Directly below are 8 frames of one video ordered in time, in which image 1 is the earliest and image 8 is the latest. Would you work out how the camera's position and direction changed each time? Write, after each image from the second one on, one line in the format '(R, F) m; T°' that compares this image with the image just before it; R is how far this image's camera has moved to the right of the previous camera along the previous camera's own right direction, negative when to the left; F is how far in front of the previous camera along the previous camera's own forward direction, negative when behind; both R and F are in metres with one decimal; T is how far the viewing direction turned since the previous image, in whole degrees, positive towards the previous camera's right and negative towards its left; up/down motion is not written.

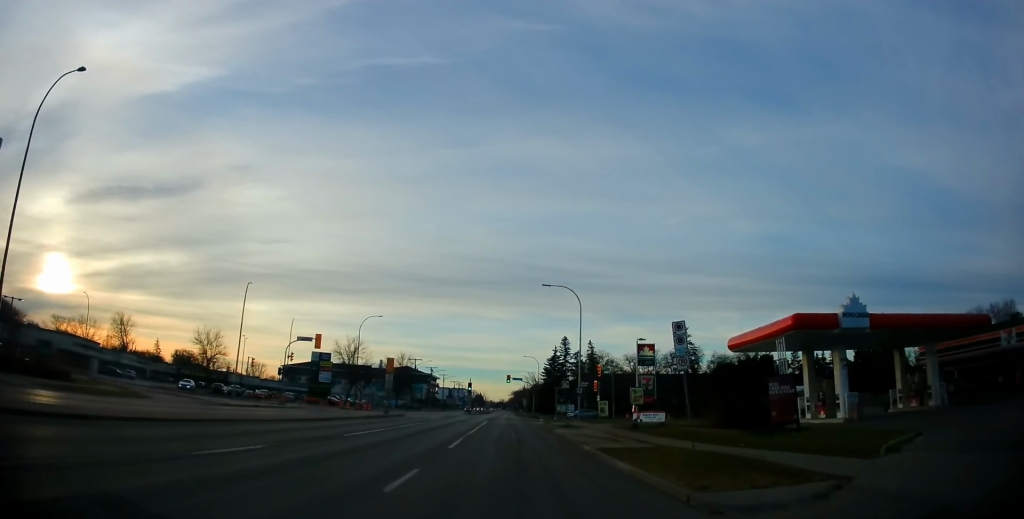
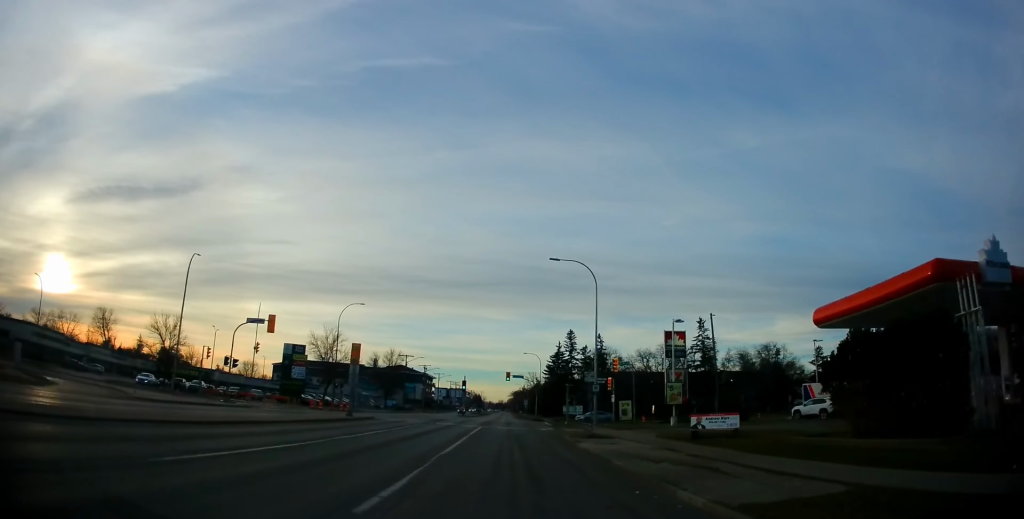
(-0.2, +10.7) m; 0°
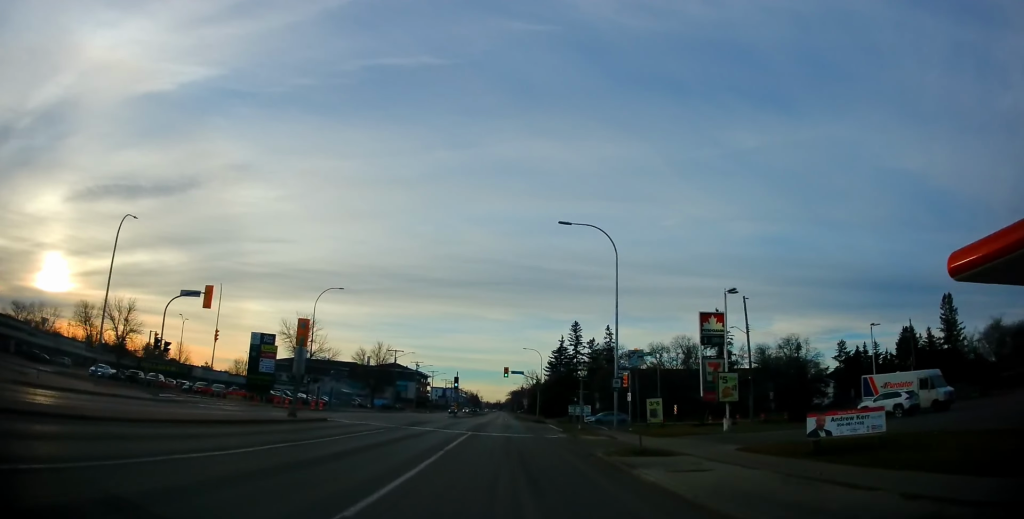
(+0.1, +9.5) m; 0°
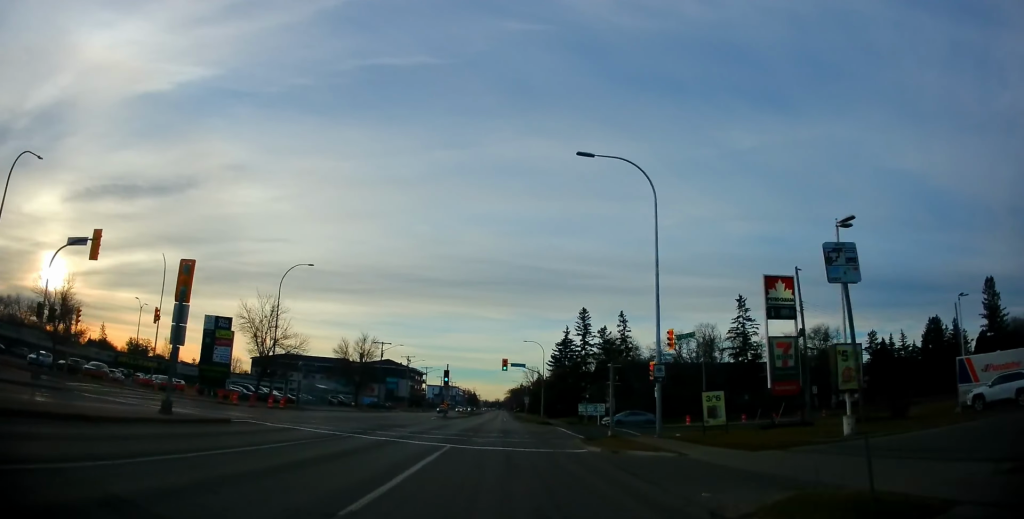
(+0.1, +10.7) m; +1°
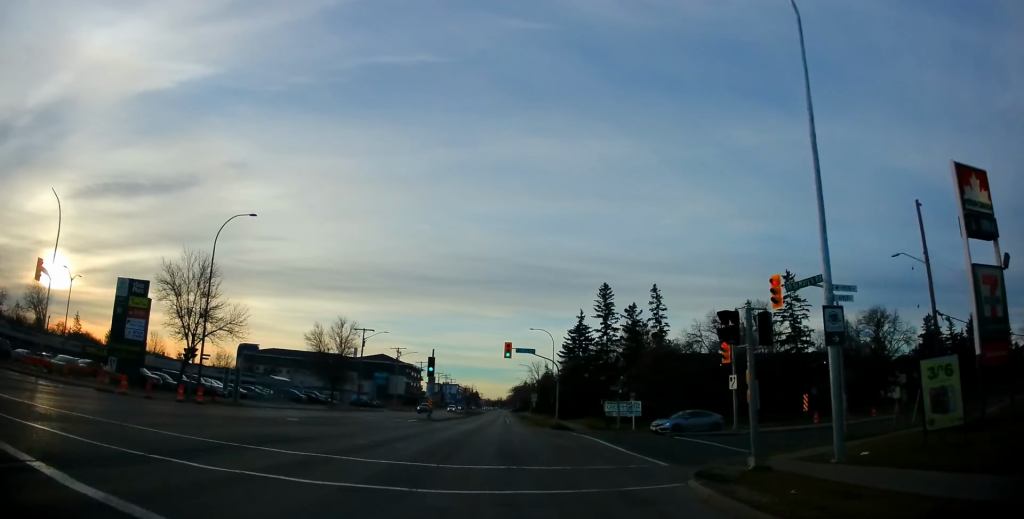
(0.0, +14.7) m; 0°
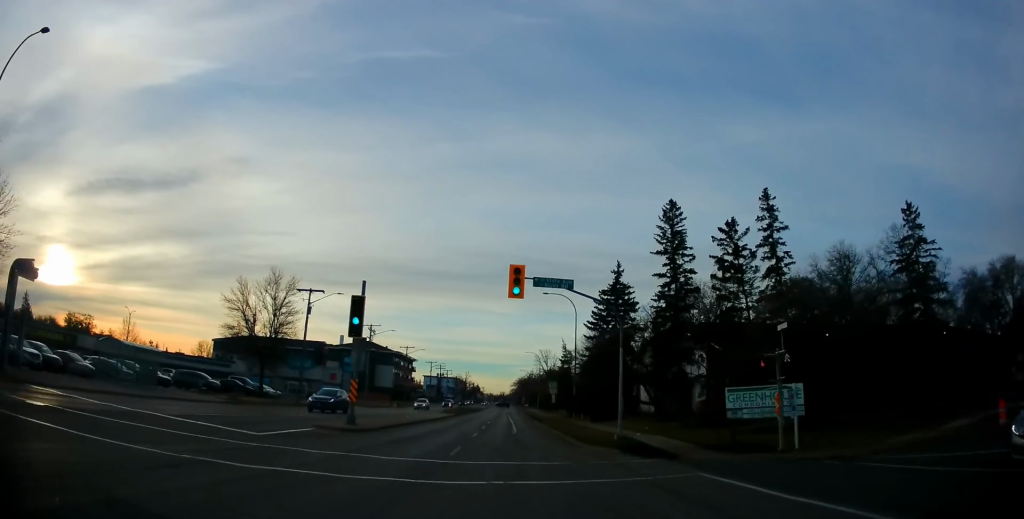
(-0.2, +25.0) m; 0°
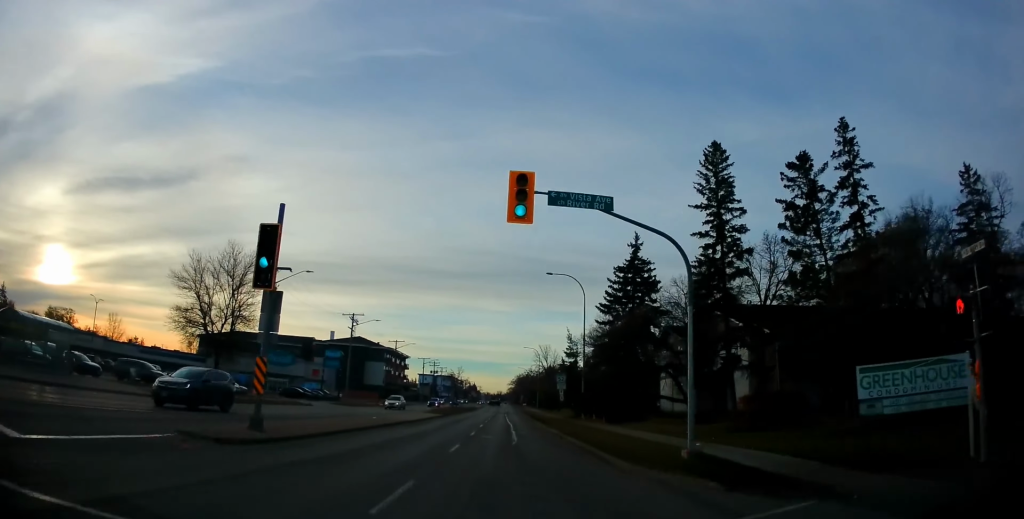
(0.0, +8.8) m; 0°
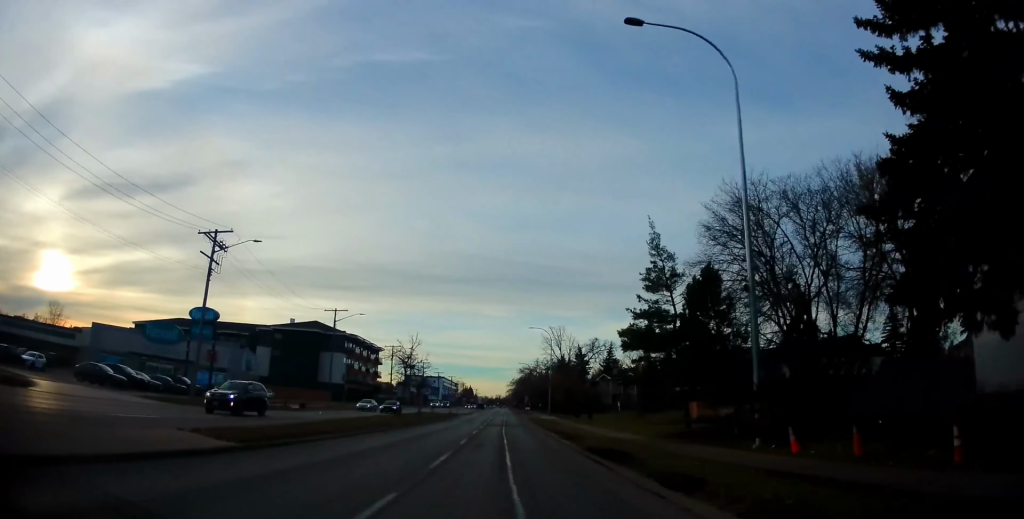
(+0.4, +37.9) m; 0°
